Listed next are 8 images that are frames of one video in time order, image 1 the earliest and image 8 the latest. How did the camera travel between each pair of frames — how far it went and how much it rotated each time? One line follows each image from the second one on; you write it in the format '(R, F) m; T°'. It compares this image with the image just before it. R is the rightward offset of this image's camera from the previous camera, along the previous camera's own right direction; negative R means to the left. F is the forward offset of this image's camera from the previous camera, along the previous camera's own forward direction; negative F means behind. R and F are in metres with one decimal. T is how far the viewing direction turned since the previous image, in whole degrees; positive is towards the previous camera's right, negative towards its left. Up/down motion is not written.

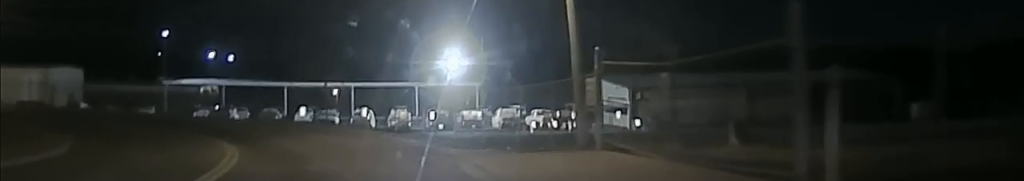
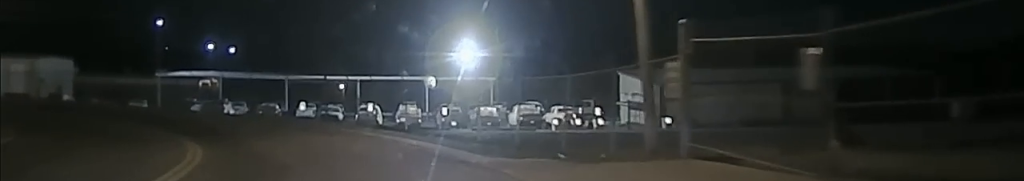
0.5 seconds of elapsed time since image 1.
(-0.1, +7.4) m; -2°
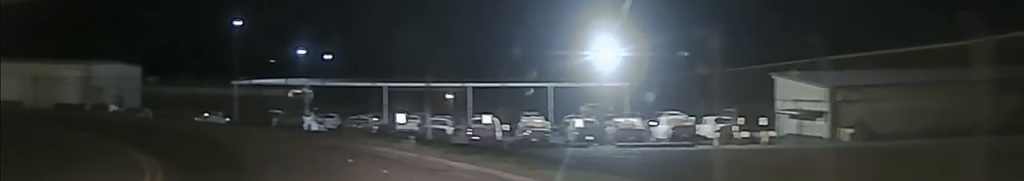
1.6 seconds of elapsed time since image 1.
(-0.9, +13.9) m; -9°
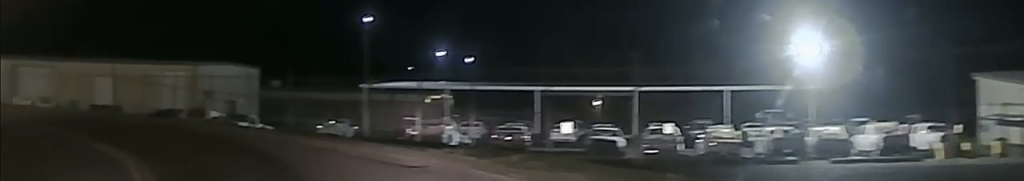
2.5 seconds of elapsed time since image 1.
(-0.7, +10.7) m; -12°
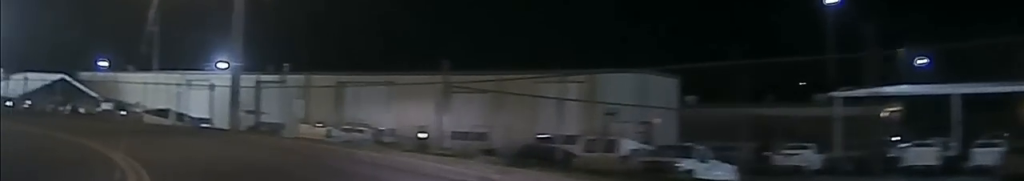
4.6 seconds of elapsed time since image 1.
(-6.2, +22.9) m; -28°
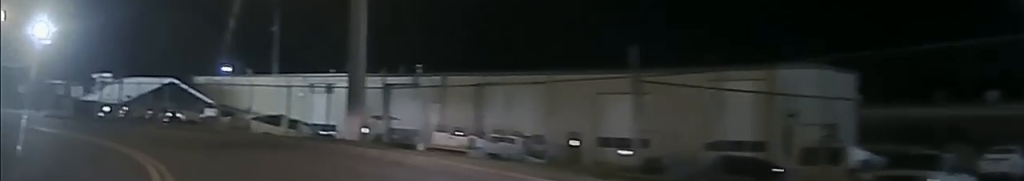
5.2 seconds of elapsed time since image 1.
(-0.2, +7.1) m; -9°
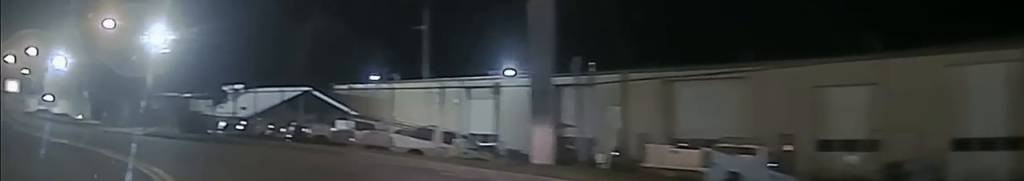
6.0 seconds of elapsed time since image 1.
(-1.3, +9.4) m; -7°
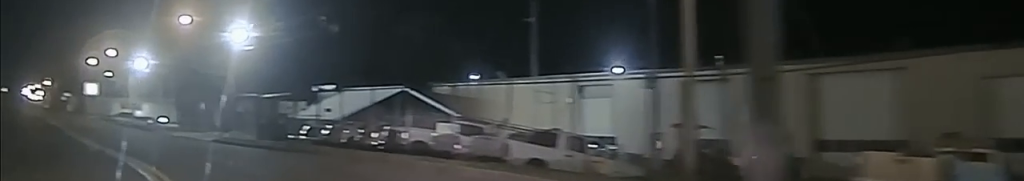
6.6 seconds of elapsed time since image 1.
(-0.2, +6.1) m; -4°
